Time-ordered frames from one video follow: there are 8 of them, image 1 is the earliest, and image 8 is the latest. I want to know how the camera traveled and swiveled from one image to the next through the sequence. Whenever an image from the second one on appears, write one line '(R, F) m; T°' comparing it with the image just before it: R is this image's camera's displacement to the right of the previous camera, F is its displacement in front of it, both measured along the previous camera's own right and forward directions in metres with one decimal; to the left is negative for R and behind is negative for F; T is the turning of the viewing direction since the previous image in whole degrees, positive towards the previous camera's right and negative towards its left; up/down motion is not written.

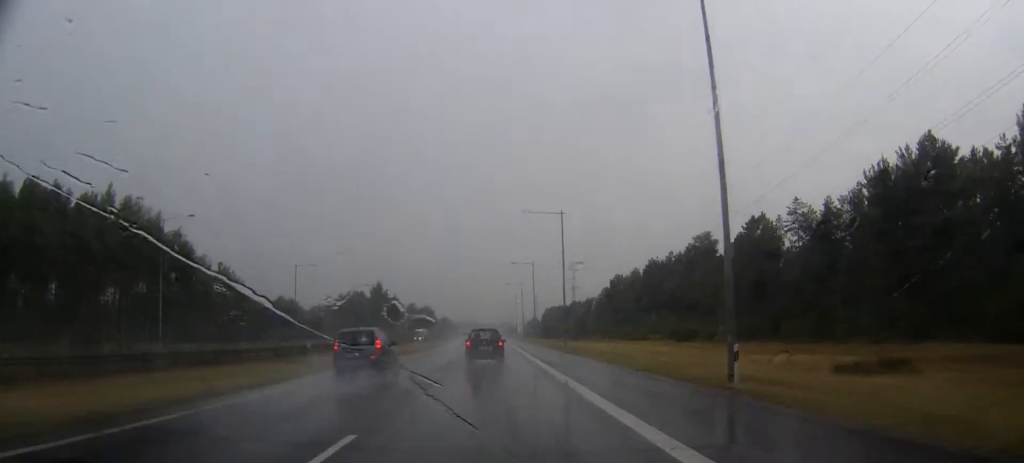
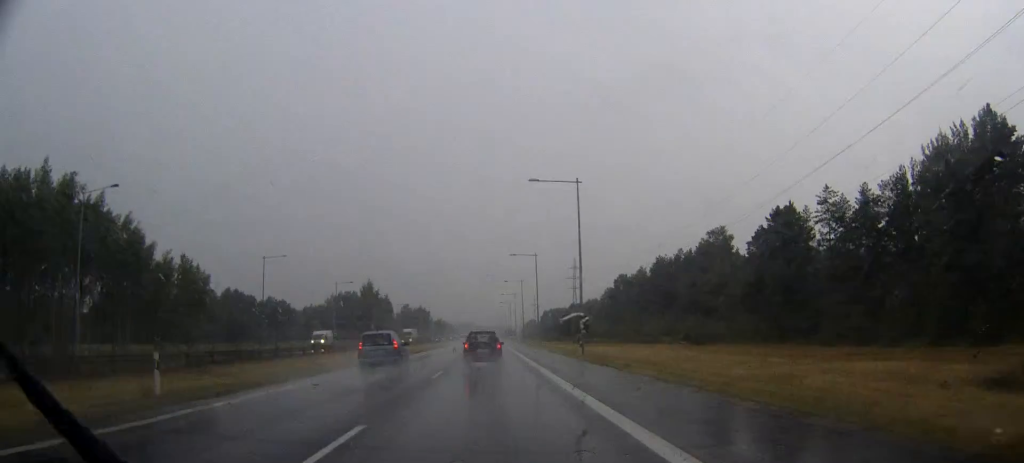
(0.0, +14.6) m; 0°
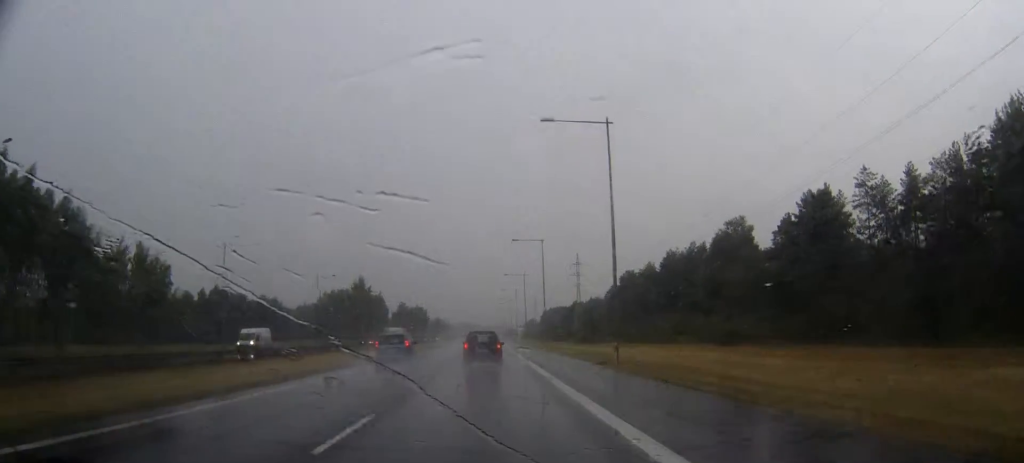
(0.0, +14.5) m; 0°
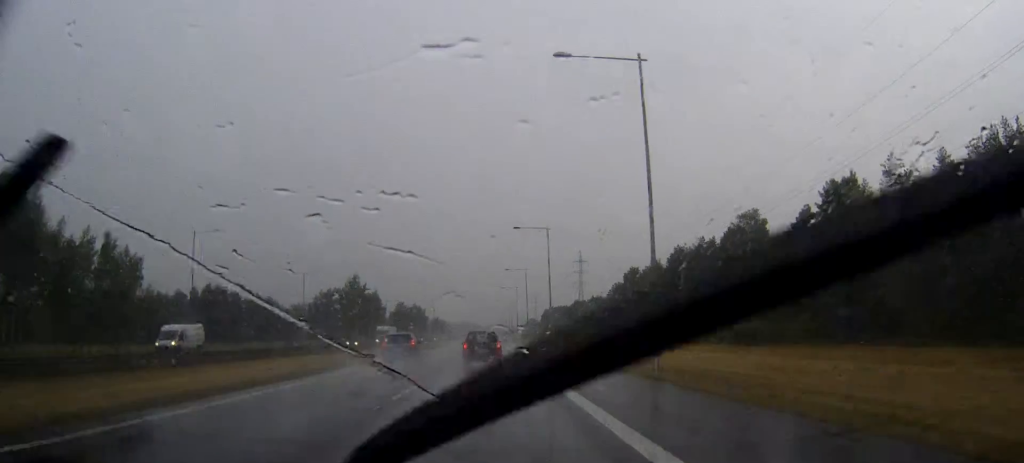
(0.0, +9.0) m; 0°
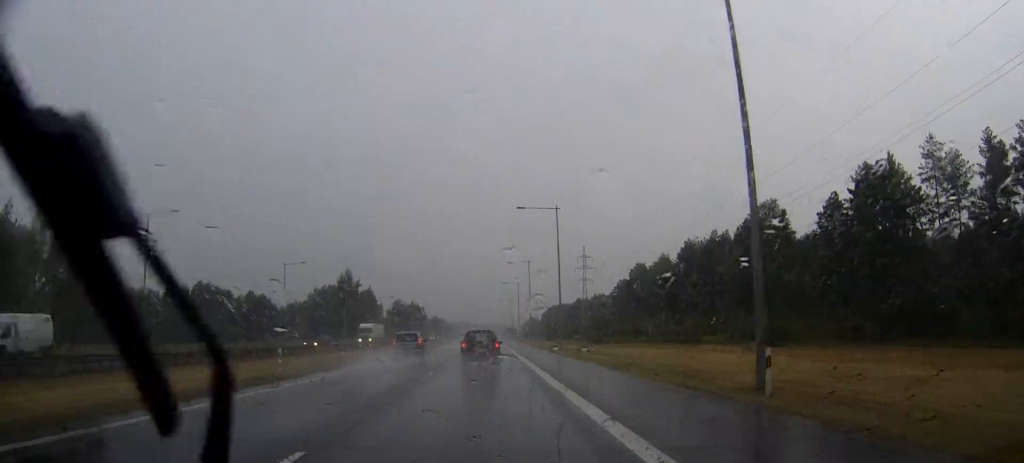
(0.0, +11.0) m; 0°
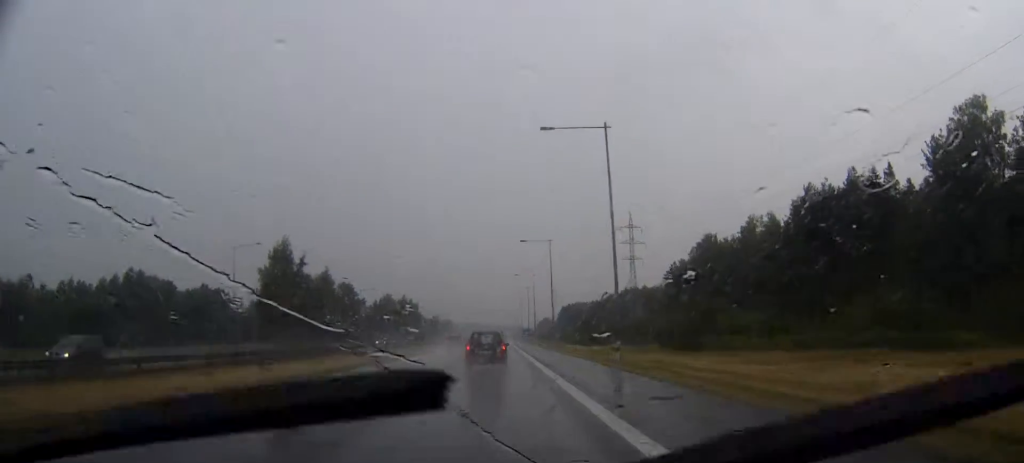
(-0.7, +71.0) m; -1°
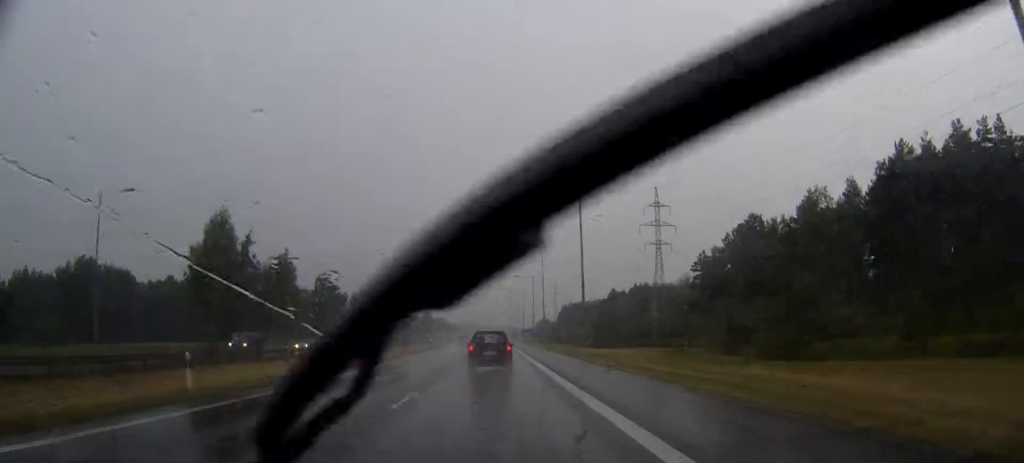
(+0.2, +31.4) m; 0°
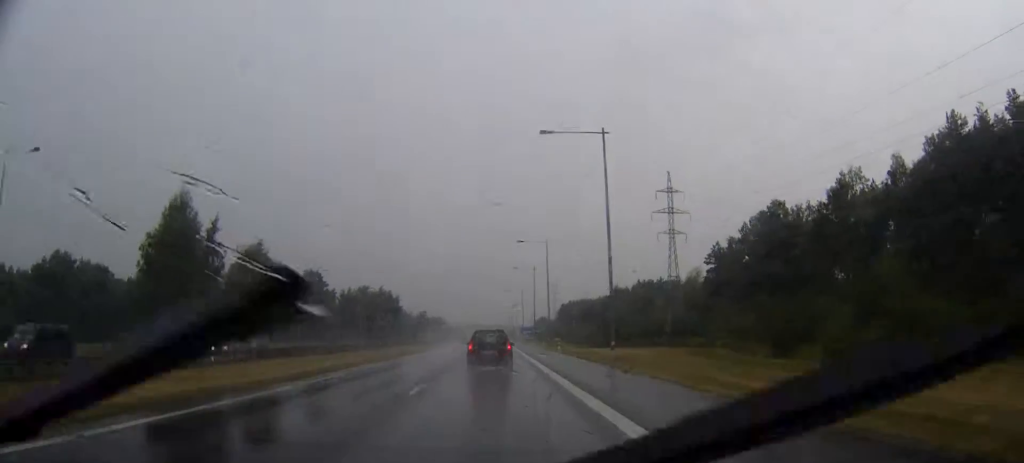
(0.0, +13.5) m; 0°
